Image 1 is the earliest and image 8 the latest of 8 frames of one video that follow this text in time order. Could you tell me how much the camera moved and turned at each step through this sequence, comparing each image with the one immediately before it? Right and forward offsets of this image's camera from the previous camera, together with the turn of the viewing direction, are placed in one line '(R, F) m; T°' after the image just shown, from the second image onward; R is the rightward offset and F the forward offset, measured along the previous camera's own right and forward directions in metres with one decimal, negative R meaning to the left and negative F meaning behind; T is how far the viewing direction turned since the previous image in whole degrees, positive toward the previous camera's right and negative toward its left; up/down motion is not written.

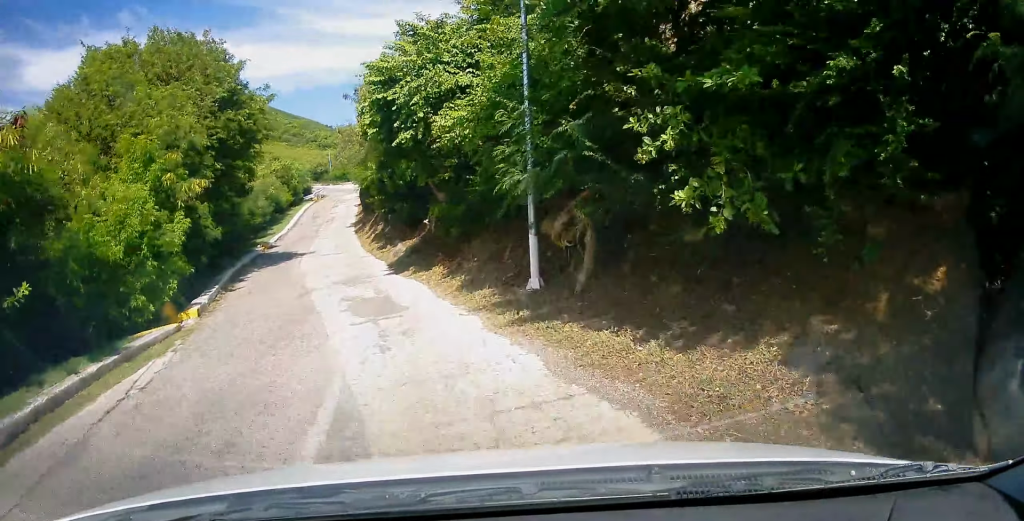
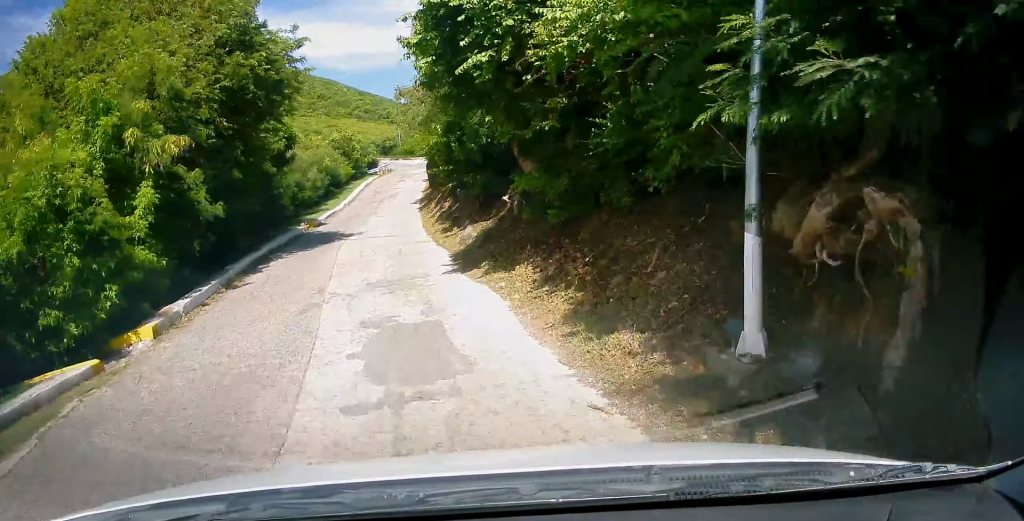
(-0.3, +4.6) m; -3°
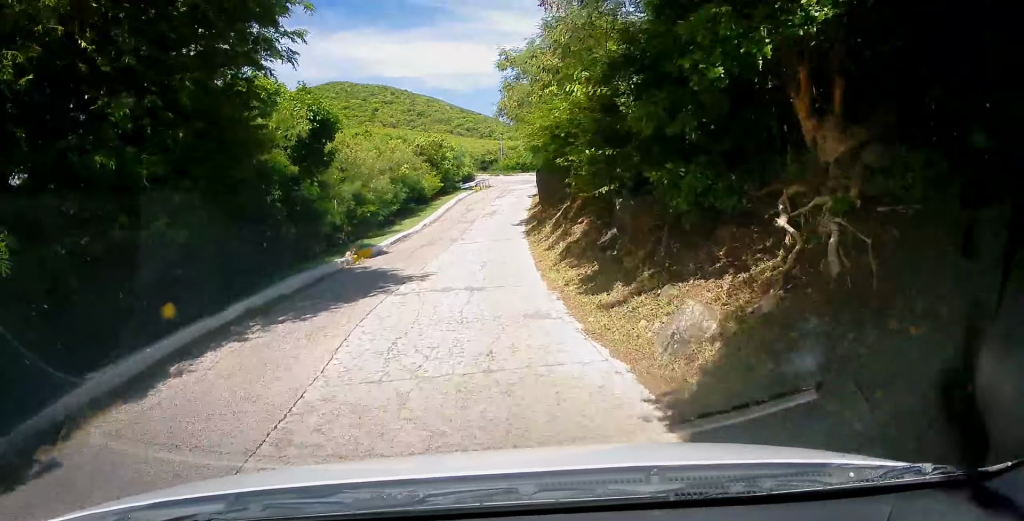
(0.0, +9.2) m; 0°
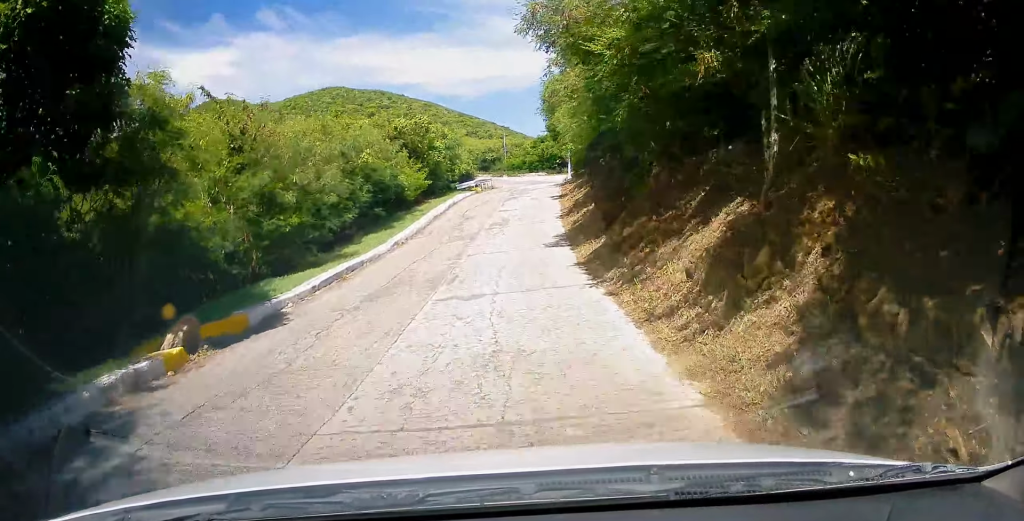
(0.0, +11.4) m; -2°
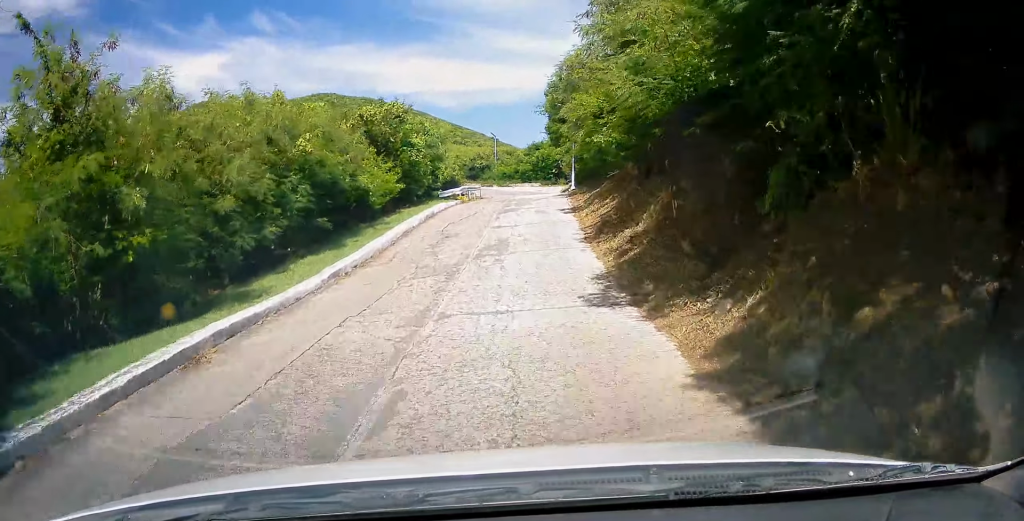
(-0.2, +6.6) m; -3°
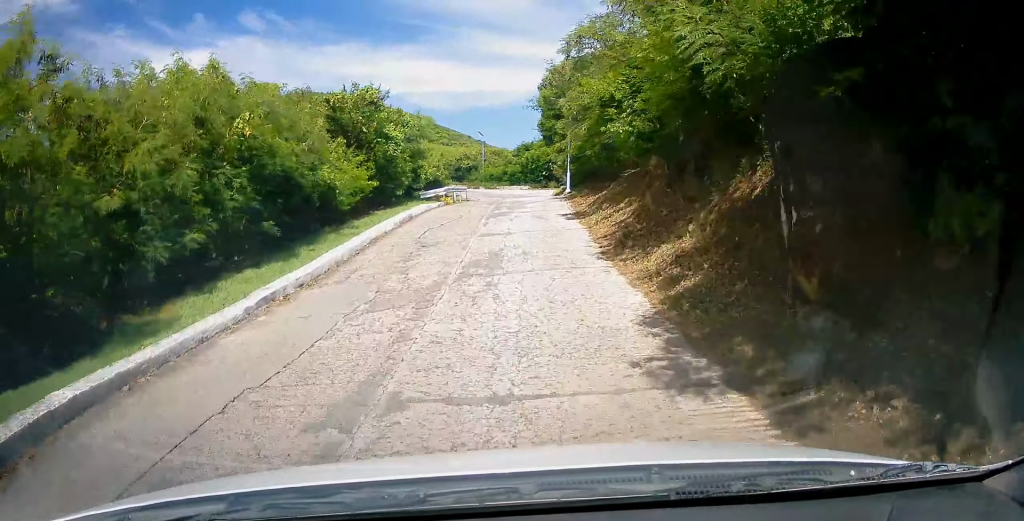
(-0.1, +3.2) m; 0°
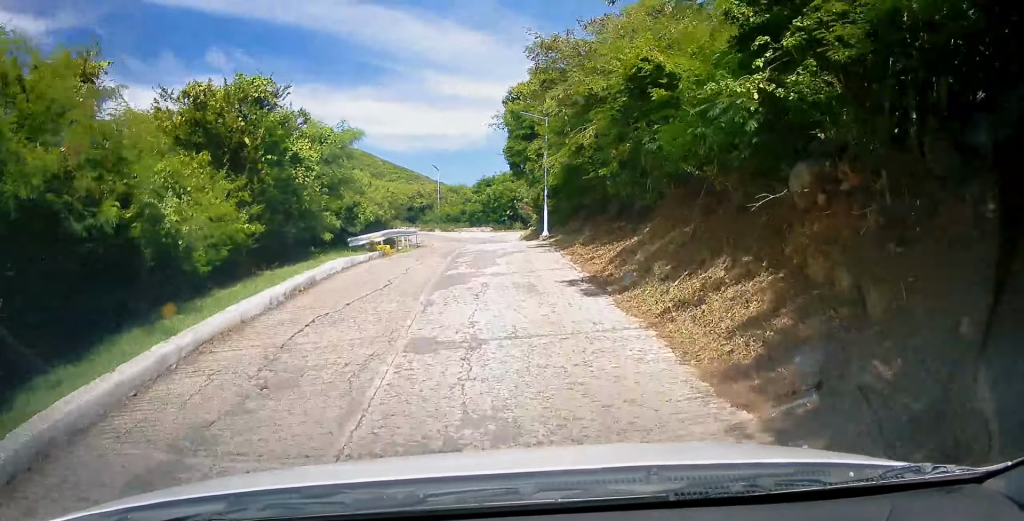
(0.0, +7.8) m; +4°
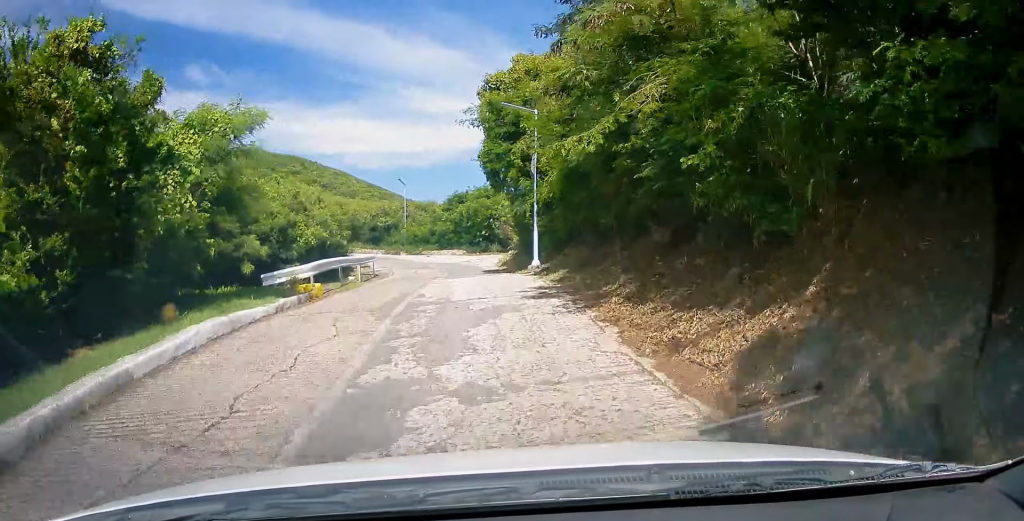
(+0.3, +6.2) m; +4°
